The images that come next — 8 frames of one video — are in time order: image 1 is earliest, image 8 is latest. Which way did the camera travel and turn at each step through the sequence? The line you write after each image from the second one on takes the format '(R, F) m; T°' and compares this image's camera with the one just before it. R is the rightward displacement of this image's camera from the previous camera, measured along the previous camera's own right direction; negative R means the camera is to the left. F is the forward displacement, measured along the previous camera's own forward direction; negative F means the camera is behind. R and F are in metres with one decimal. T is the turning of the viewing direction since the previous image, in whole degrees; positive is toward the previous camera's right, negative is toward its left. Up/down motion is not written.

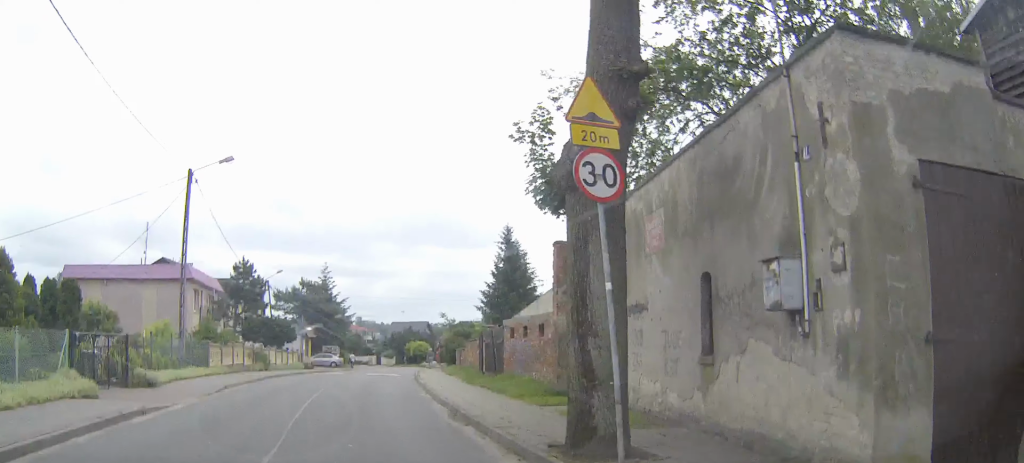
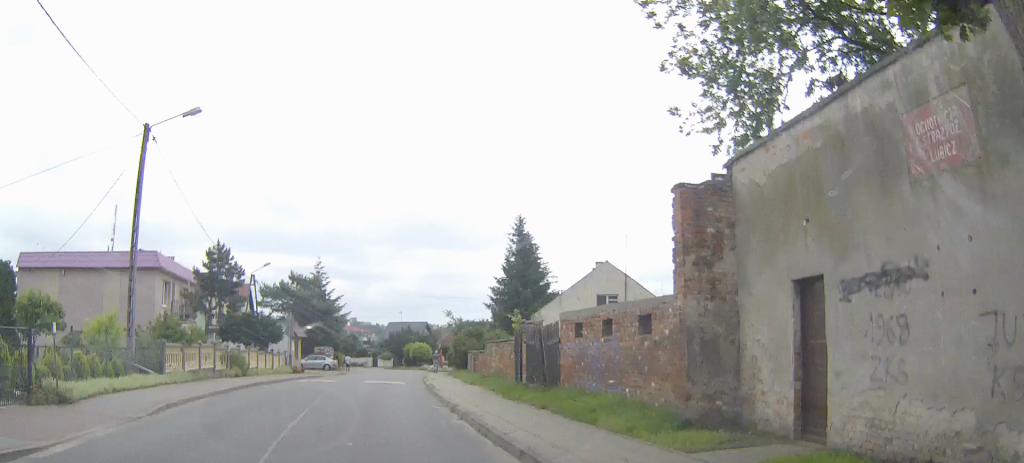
(0.0, +7.0) m; +1°
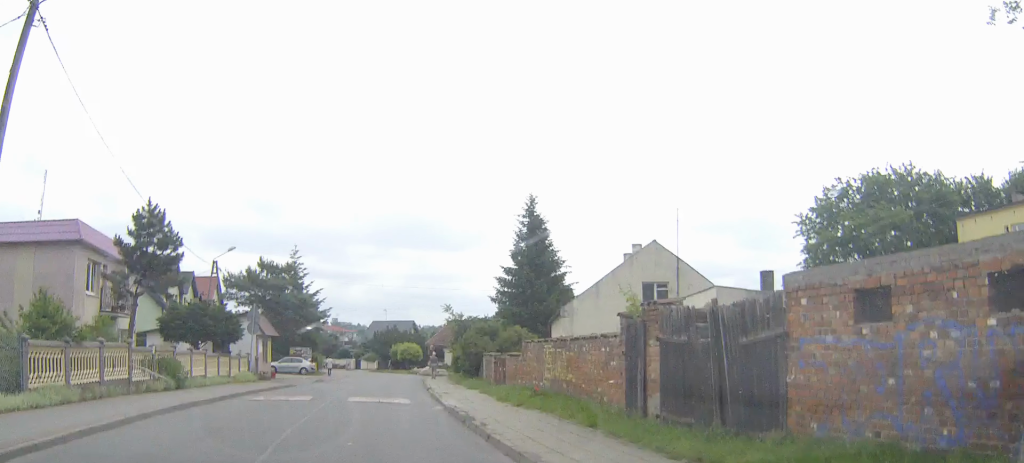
(+0.2, +10.0) m; +2°
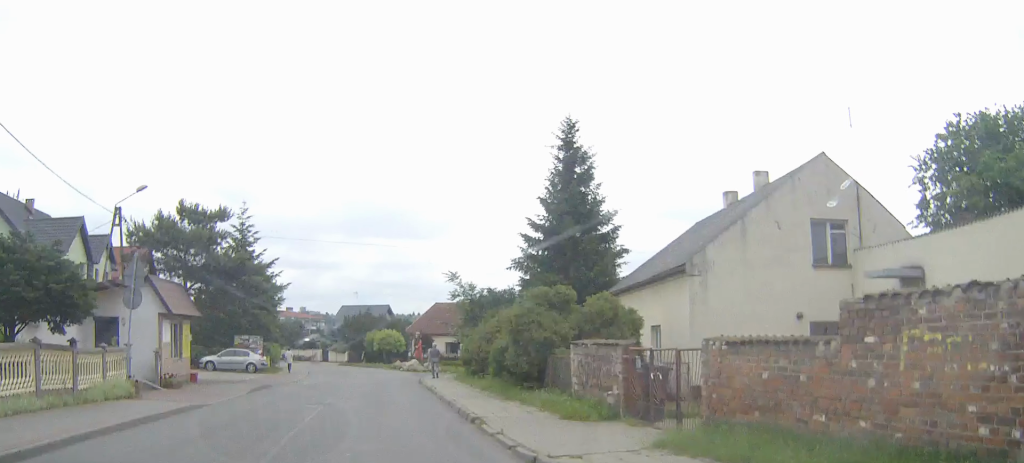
(-0.1, +16.9) m; -1°
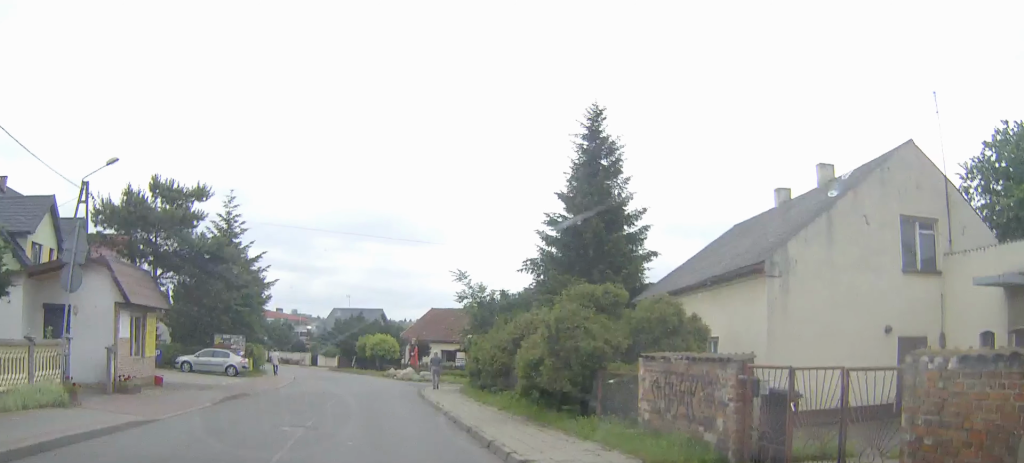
(+0.1, +7.1) m; +1°
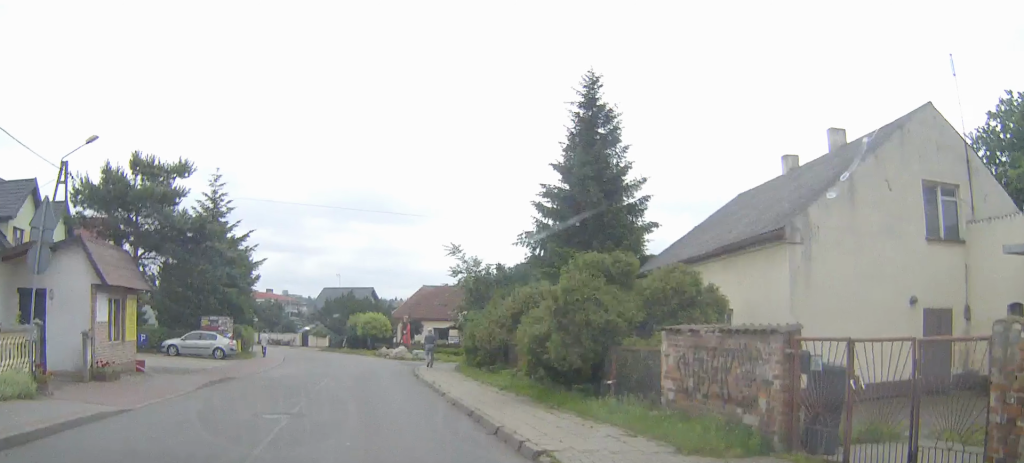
(0.0, +1.9) m; 0°
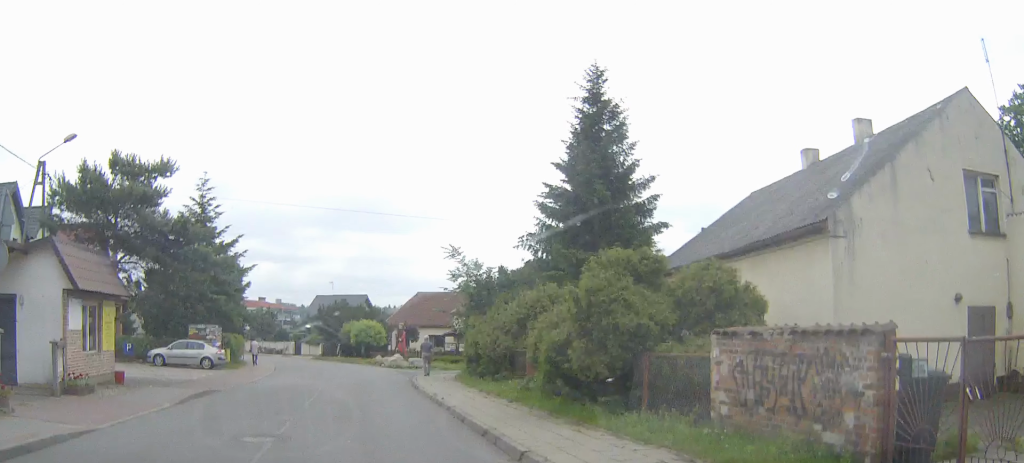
(0.0, +2.4) m; +1°
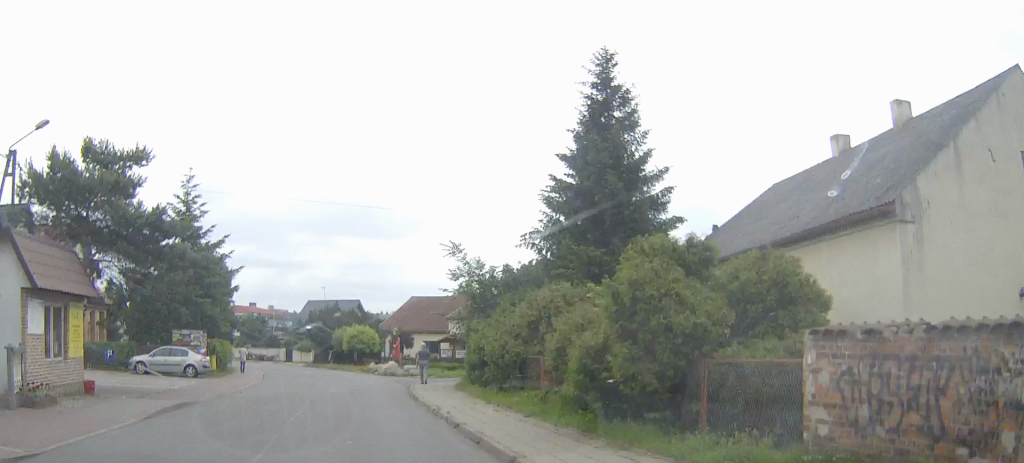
(0.0, +2.3) m; +1°
